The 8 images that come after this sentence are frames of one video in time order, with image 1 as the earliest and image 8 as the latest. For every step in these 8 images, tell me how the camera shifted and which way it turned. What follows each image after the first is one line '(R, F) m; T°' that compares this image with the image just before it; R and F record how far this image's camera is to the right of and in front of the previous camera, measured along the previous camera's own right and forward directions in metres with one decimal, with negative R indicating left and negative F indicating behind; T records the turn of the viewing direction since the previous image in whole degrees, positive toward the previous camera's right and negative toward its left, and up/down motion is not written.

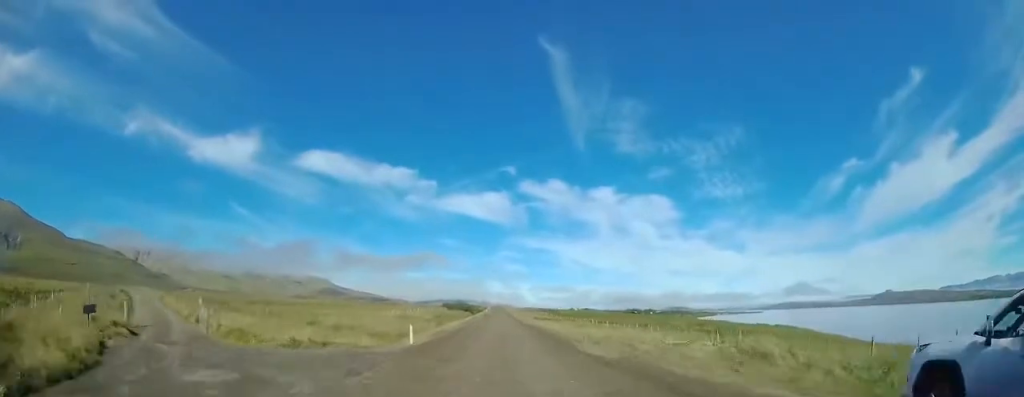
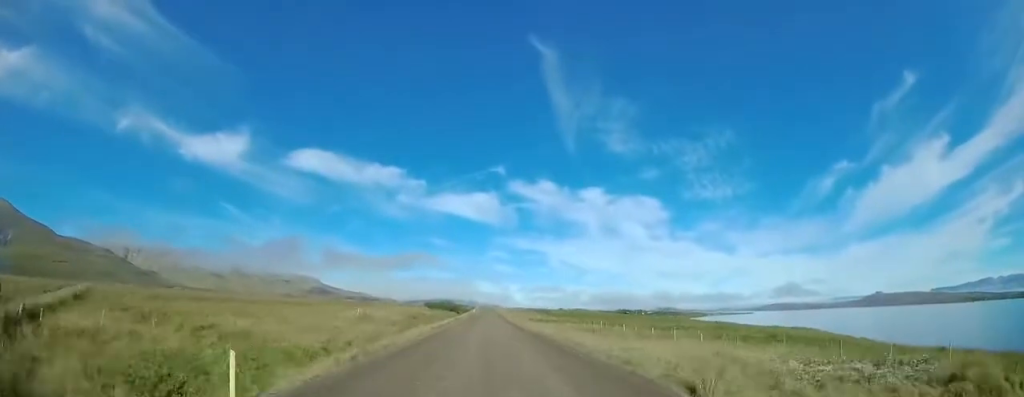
(+0.4, +11.4) m; +1°
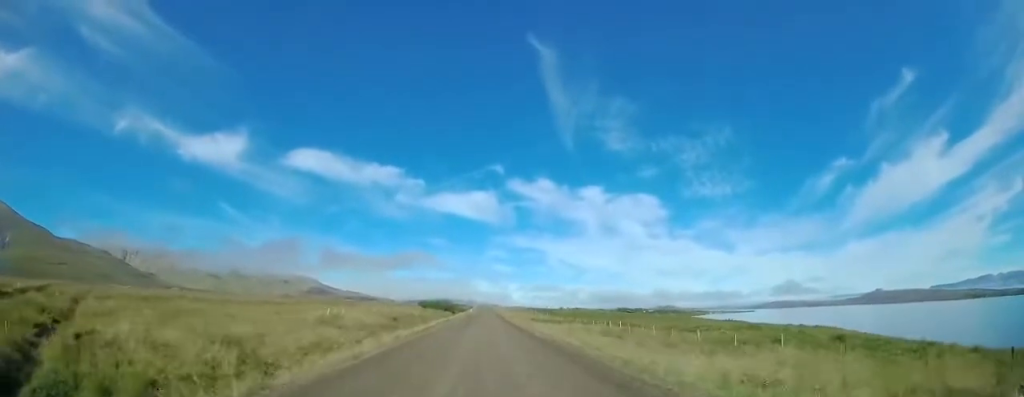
(-0.1, +8.5) m; -1°
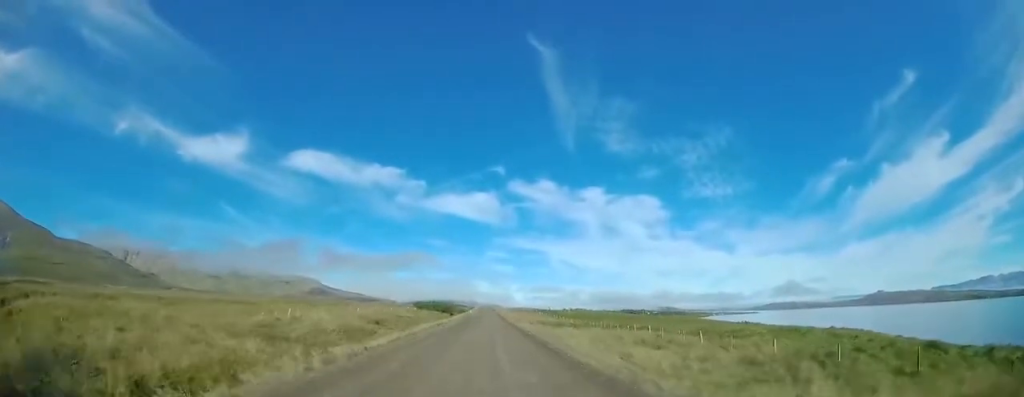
(-0.1, +8.1) m; -1°
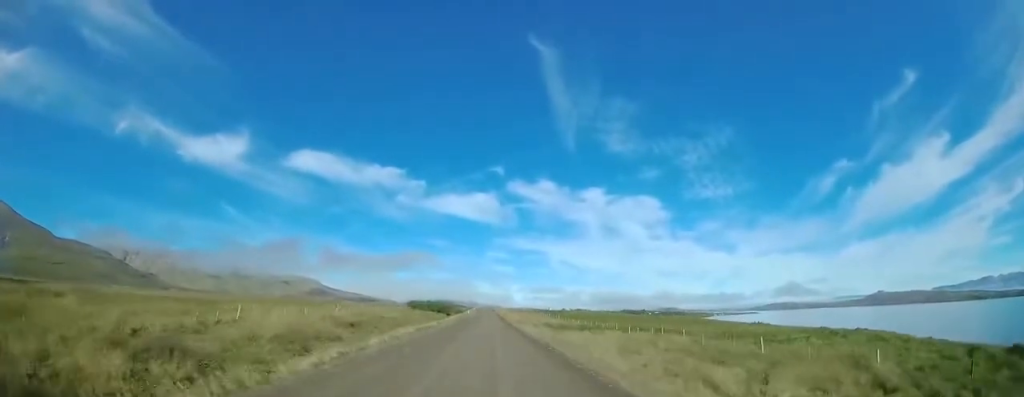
(-0.1, +6.8) m; 0°
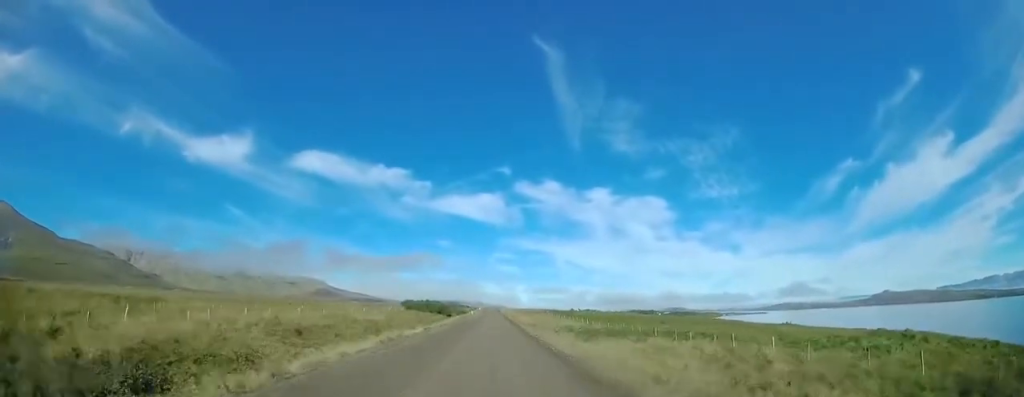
(0.0, +9.8) m; 0°
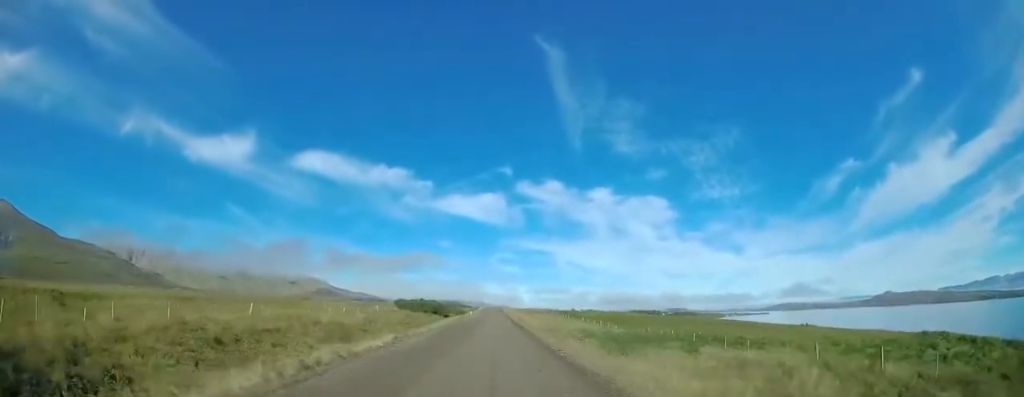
(+0.1, +7.3) m; +1°
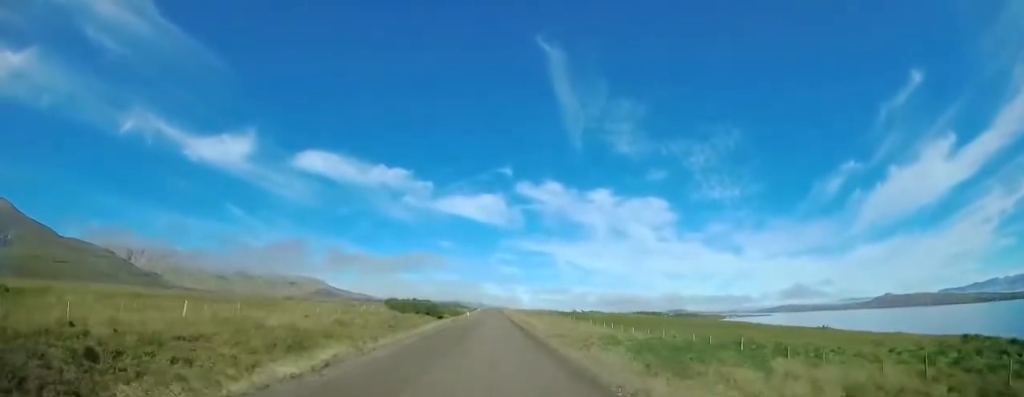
(0.0, +6.4) m; 0°
